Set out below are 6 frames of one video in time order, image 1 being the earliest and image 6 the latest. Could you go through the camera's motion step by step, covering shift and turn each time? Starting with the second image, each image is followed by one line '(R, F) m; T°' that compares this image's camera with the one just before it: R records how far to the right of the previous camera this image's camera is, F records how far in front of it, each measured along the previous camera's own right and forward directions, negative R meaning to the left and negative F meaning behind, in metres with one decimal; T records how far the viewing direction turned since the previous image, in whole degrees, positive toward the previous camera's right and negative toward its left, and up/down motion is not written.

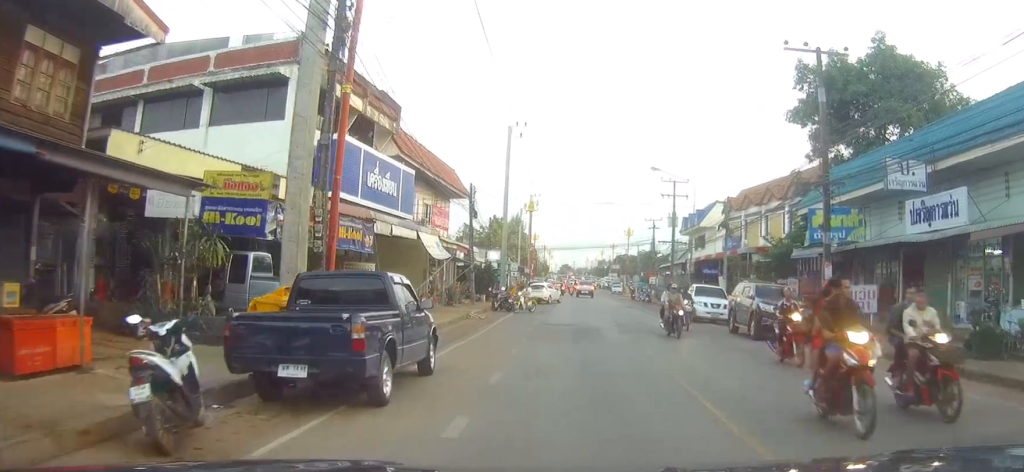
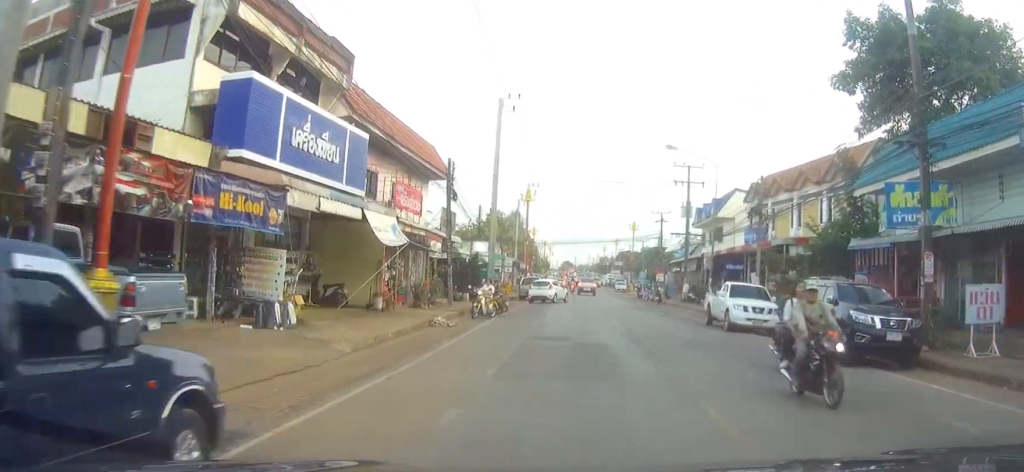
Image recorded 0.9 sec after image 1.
(0.0, +7.4) m; +1°
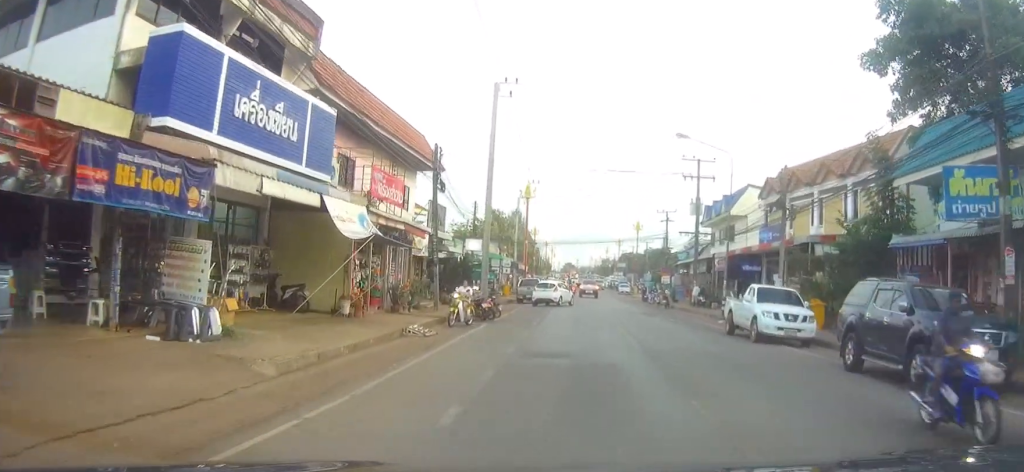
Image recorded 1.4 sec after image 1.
(0.0, +3.9) m; +1°
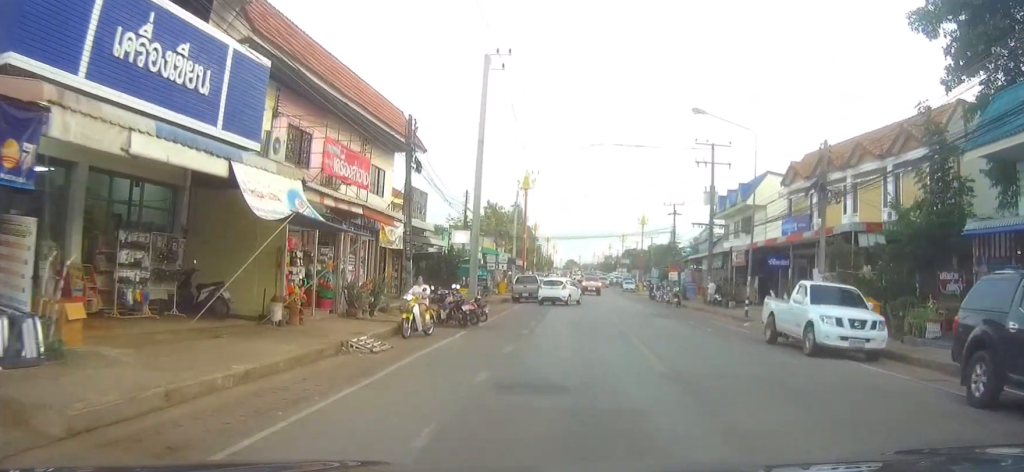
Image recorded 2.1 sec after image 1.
(+0.1, +4.9) m; +1°
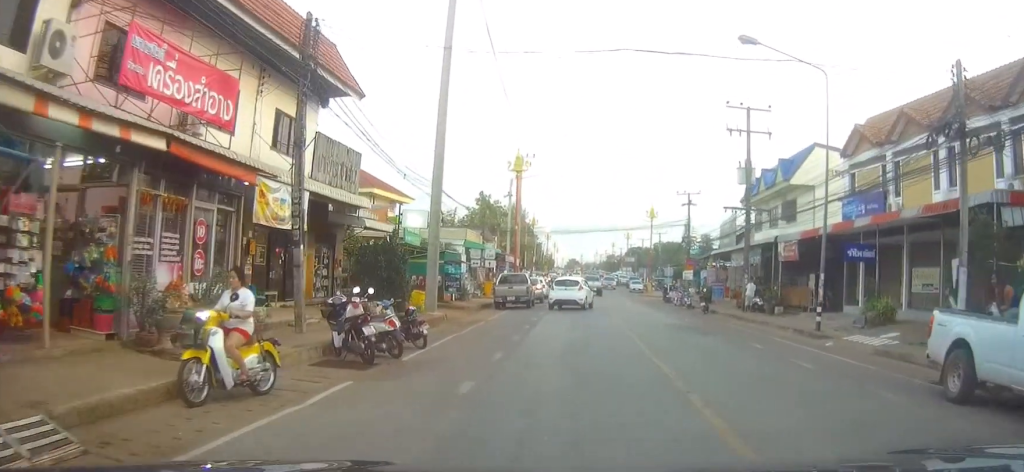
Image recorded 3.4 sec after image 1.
(+0.1, +10.4) m; +2°
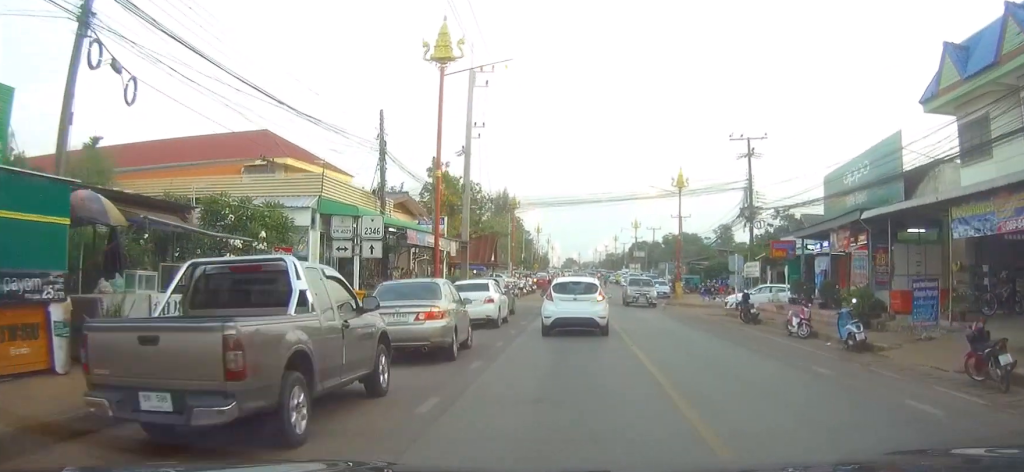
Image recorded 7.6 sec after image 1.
(+0.3, +28.8) m; -2°
